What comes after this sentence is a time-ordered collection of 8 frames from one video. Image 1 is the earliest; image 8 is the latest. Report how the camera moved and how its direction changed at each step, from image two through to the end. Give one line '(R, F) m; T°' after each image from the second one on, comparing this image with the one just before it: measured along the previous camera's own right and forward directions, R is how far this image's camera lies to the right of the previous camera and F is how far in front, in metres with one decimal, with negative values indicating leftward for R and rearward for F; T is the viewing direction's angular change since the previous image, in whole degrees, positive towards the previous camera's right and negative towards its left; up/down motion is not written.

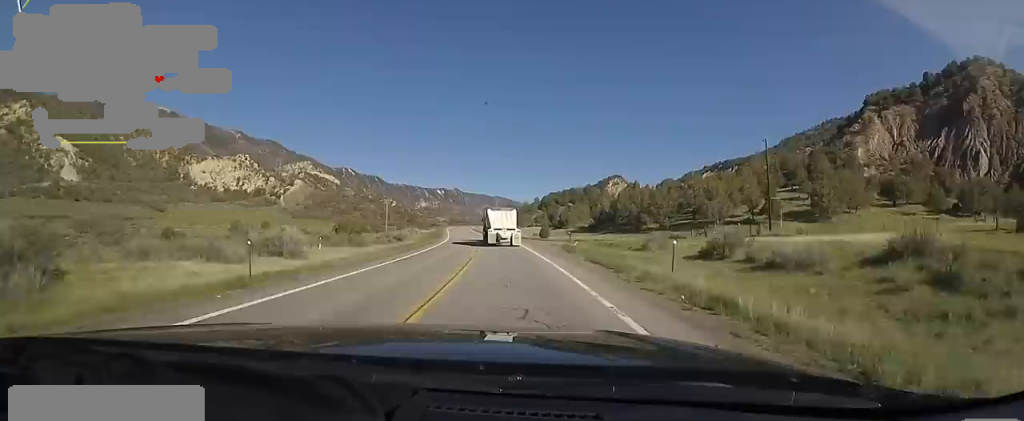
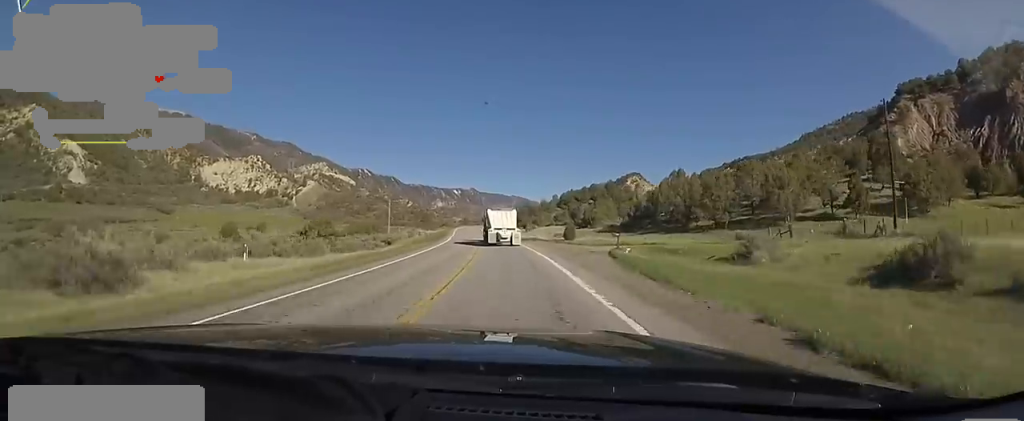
(-1.0, +15.7) m; -3°
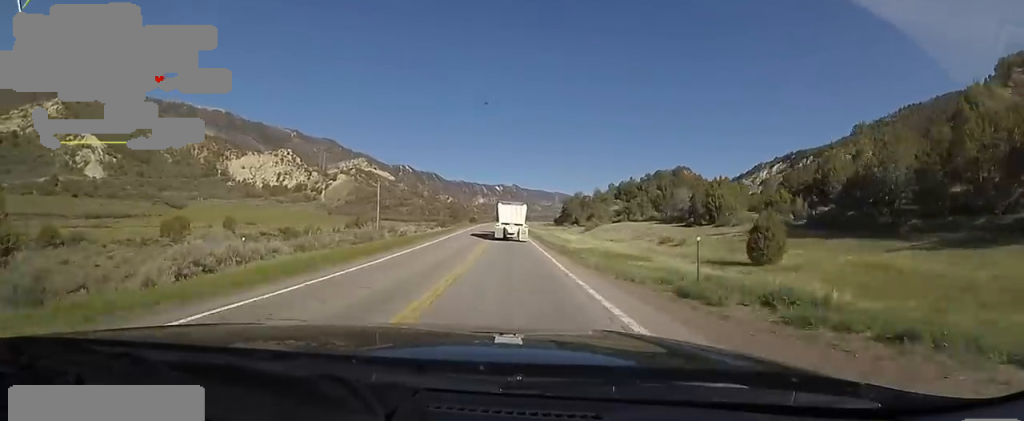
(-0.1, +45.0) m; -4°
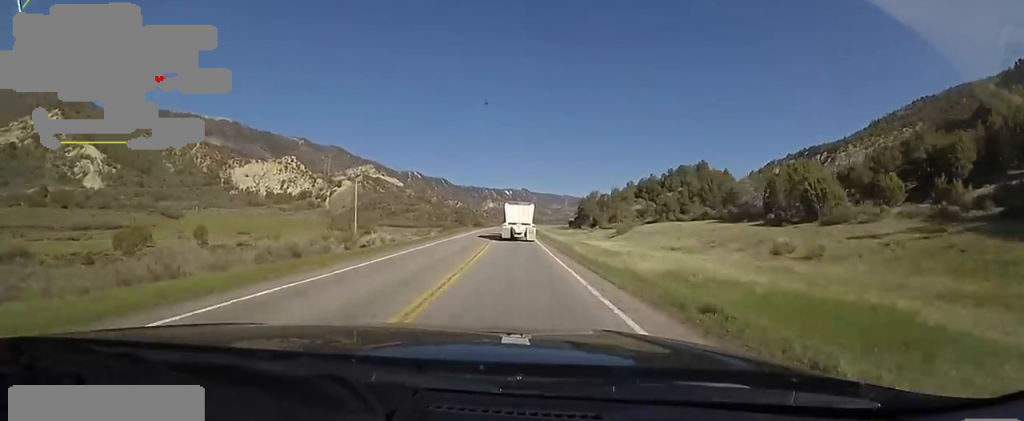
(-1.5, +17.3) m; 0°
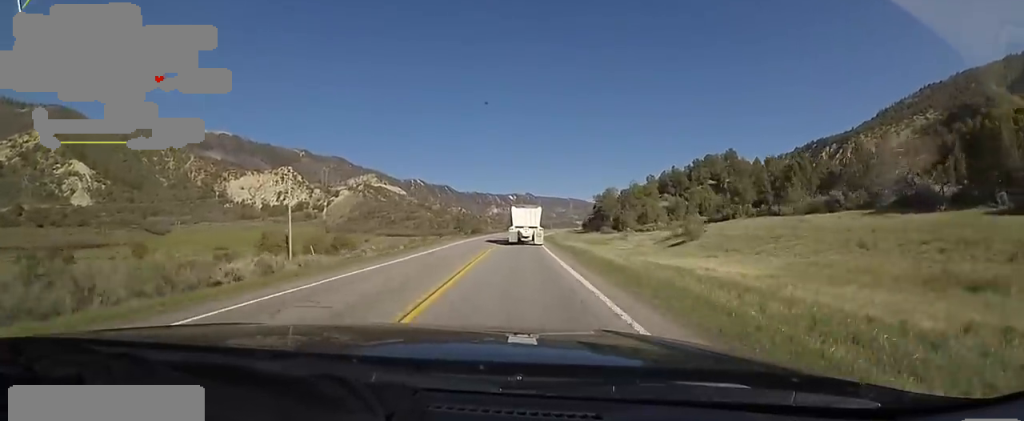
(+1.5, +22.7) m; 0°
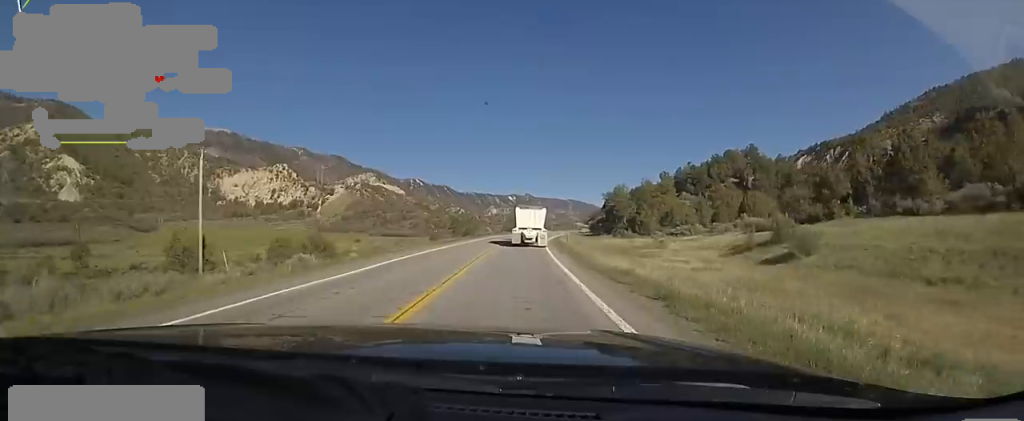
(-0.9, +15.1) m; 0°
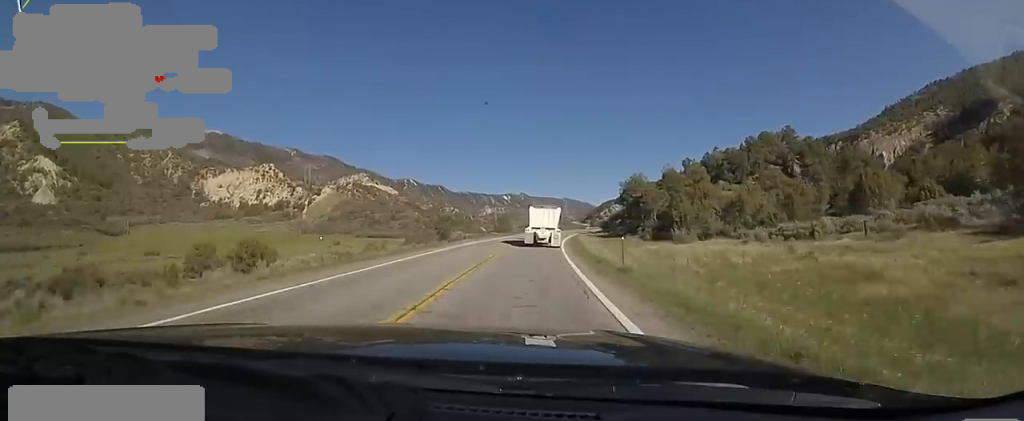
(+0.4, +24.8) m; 0°
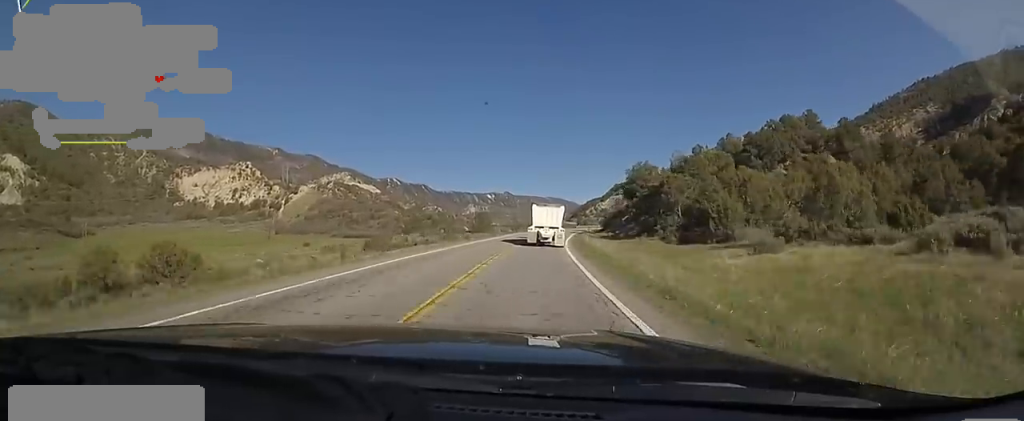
(-0.1, +17.2) m; +1°
